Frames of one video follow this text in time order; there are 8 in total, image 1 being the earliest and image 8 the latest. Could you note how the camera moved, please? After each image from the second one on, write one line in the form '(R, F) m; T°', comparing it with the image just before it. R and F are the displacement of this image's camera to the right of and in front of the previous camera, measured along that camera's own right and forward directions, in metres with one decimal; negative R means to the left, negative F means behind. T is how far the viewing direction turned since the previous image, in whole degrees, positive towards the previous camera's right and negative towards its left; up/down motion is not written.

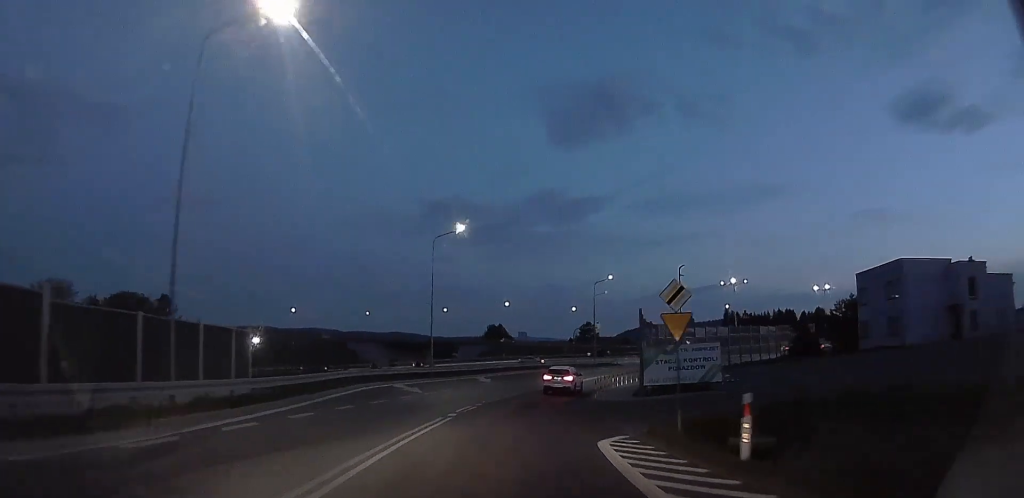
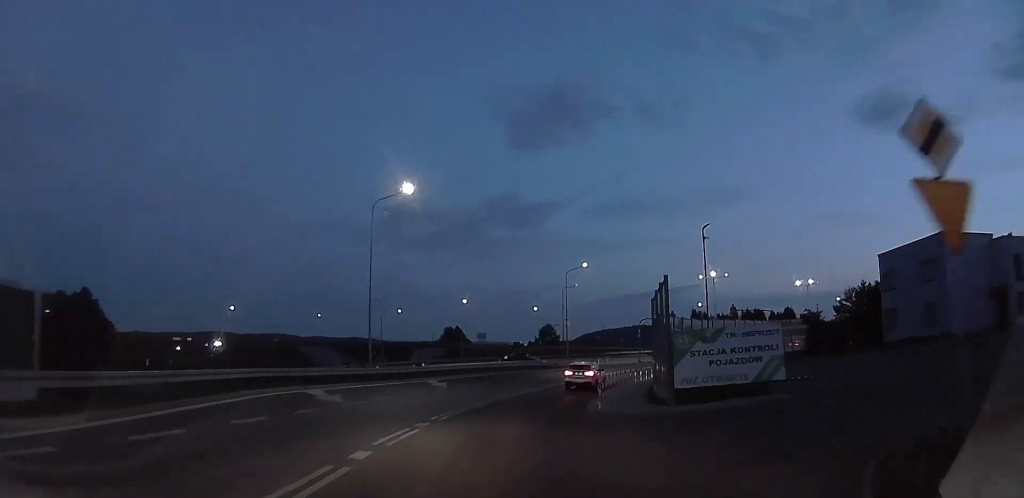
(+0.1, +11.4) m; +5°
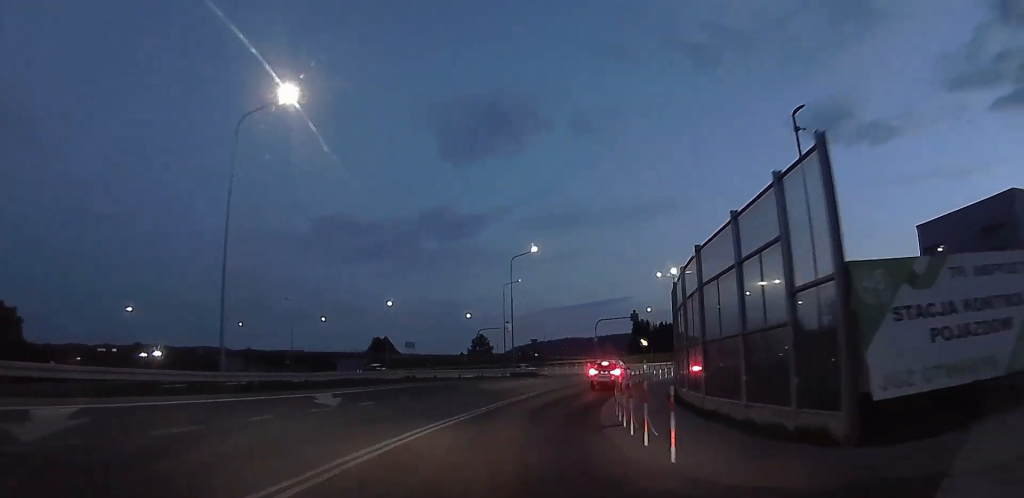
(+1.5, +14.6) m; +11°
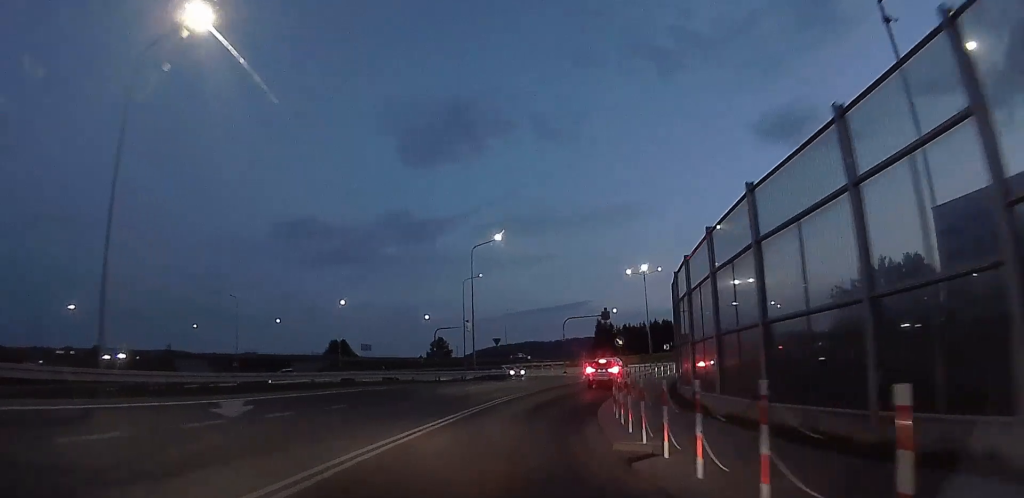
(+0.4, +6.3) m; +3°
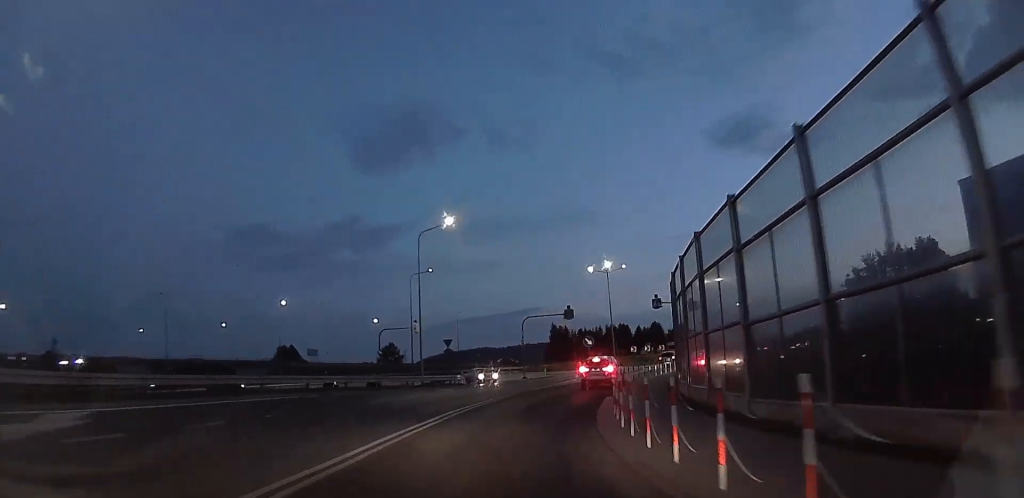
(0.0, +7.4) m; 0°
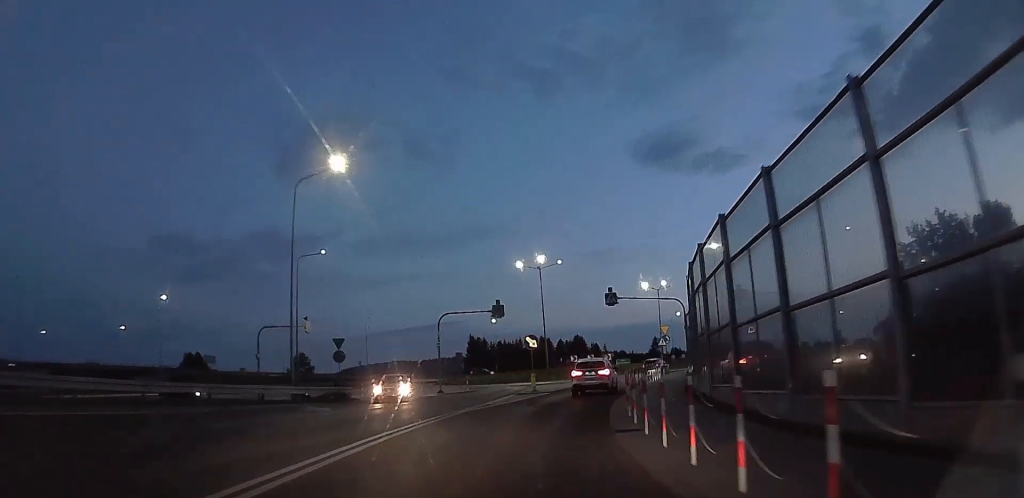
(0.0, +14.7) m; 0°
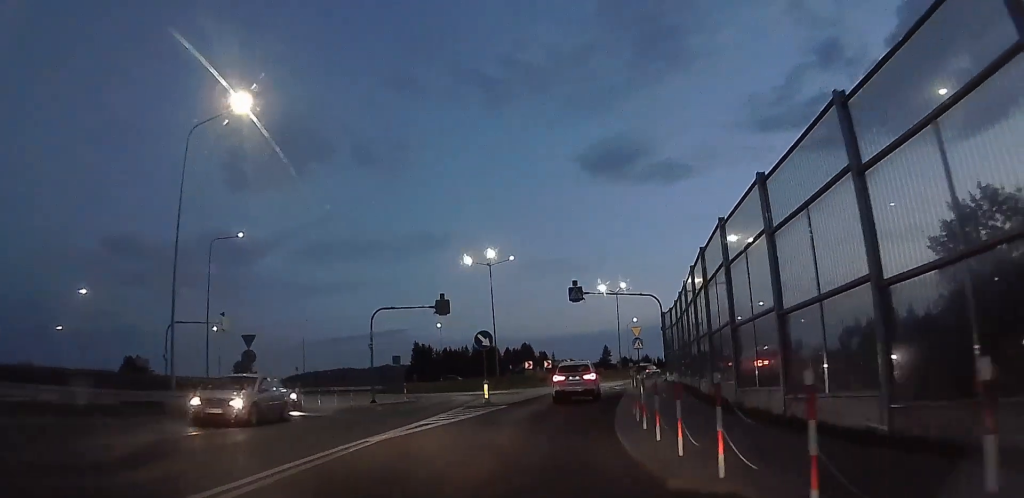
(0.0, +8.0) m; 0°
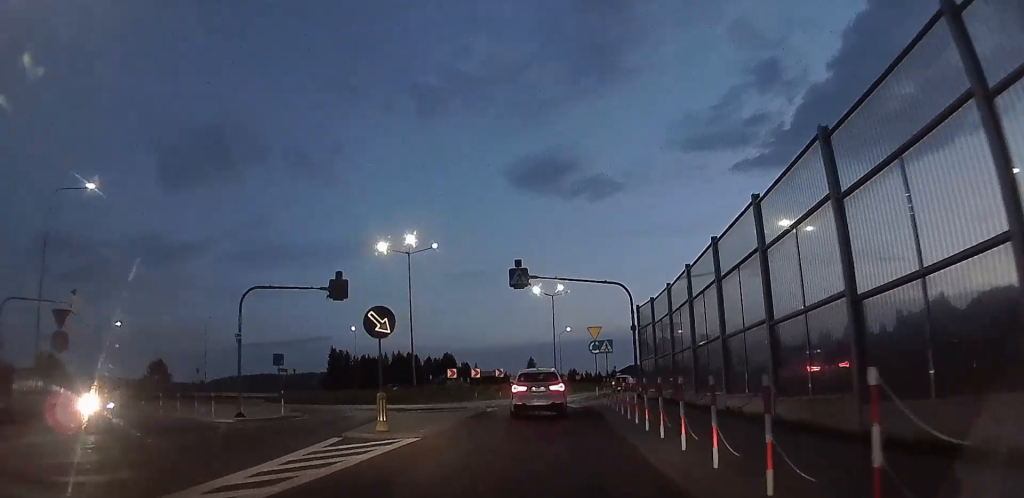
(+0.7, +11.5) m; +14°
